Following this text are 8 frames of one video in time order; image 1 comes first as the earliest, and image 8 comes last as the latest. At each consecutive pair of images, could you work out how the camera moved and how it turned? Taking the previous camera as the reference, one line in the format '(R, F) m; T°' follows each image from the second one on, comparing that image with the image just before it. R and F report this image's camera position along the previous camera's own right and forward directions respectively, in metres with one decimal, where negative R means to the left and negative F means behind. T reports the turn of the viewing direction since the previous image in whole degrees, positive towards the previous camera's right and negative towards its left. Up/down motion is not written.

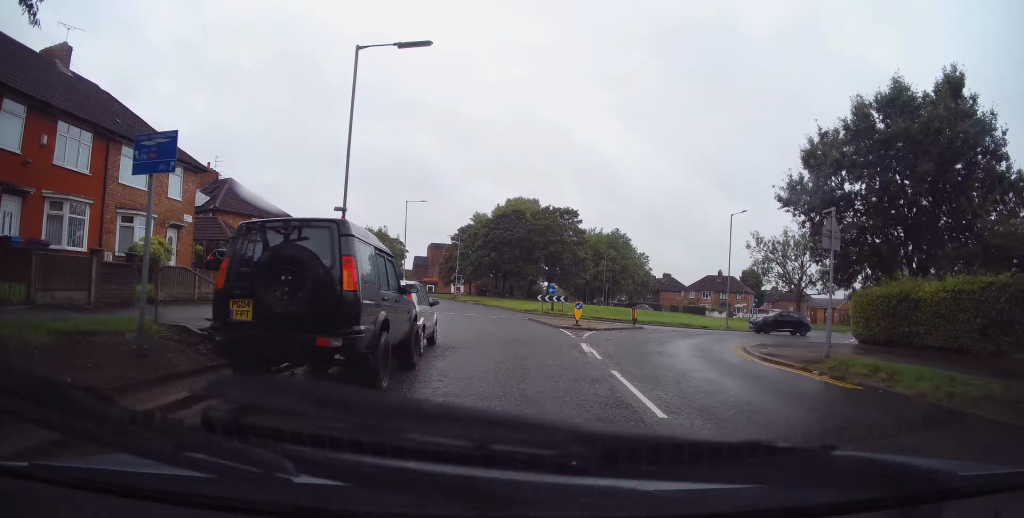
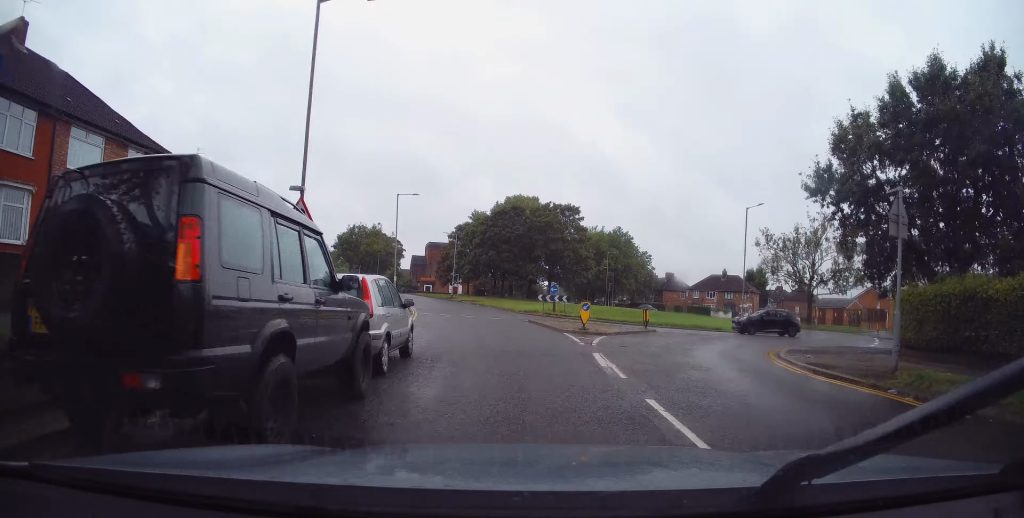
(0.0, +2.9) m; 0°
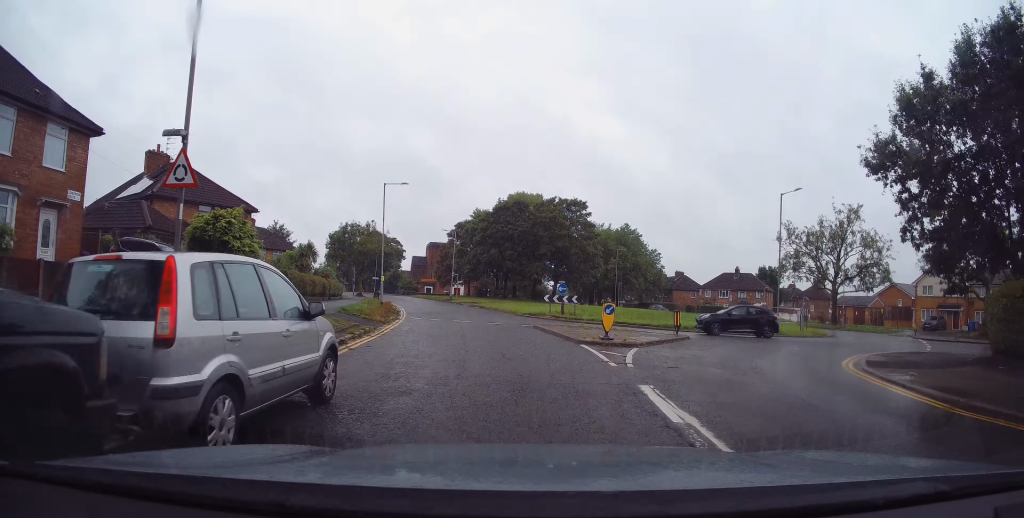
(0.0, +4.6) m; -1°
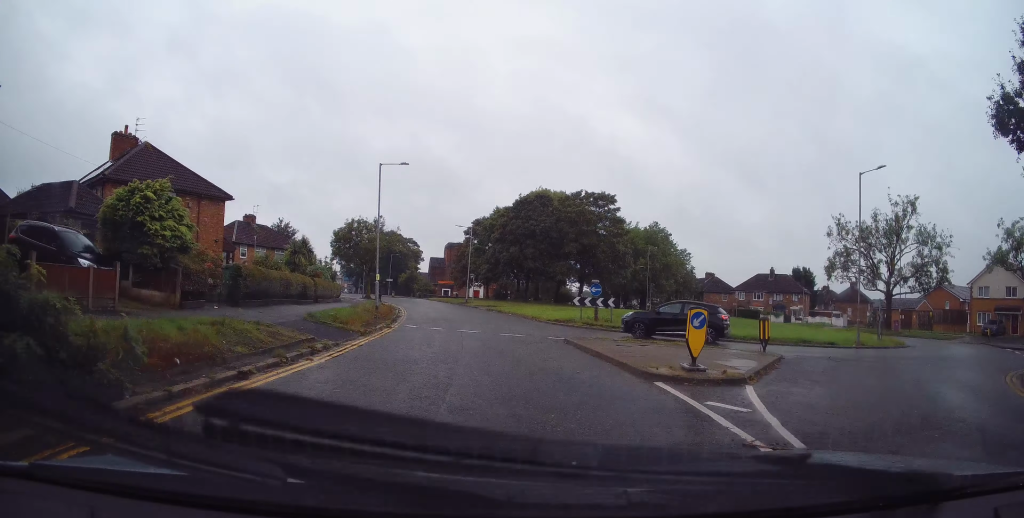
(-0.2, +6.2) m; -4°
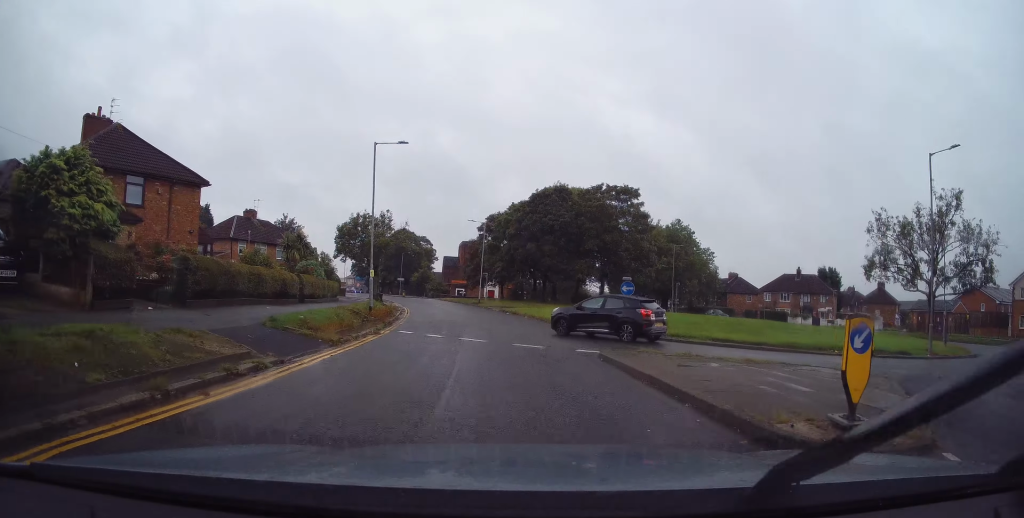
(-0.1, +4.3) m; -4°
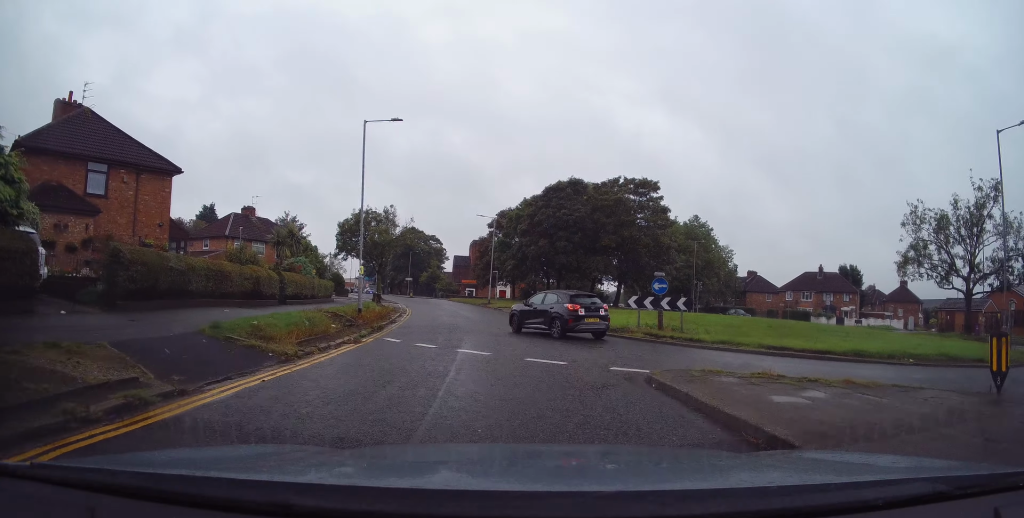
(-0.1, +3.5) m; -1°
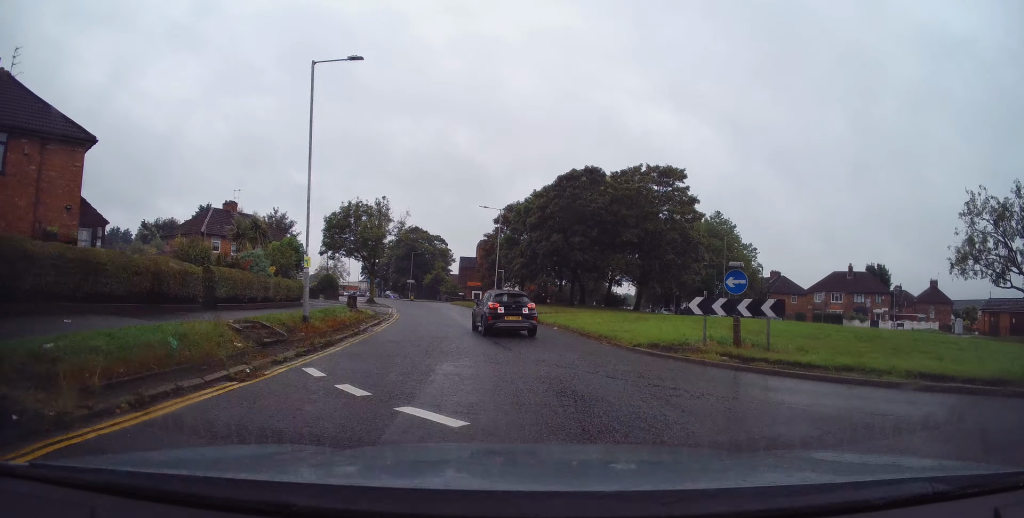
(+0.2, +6.2) m; +3°
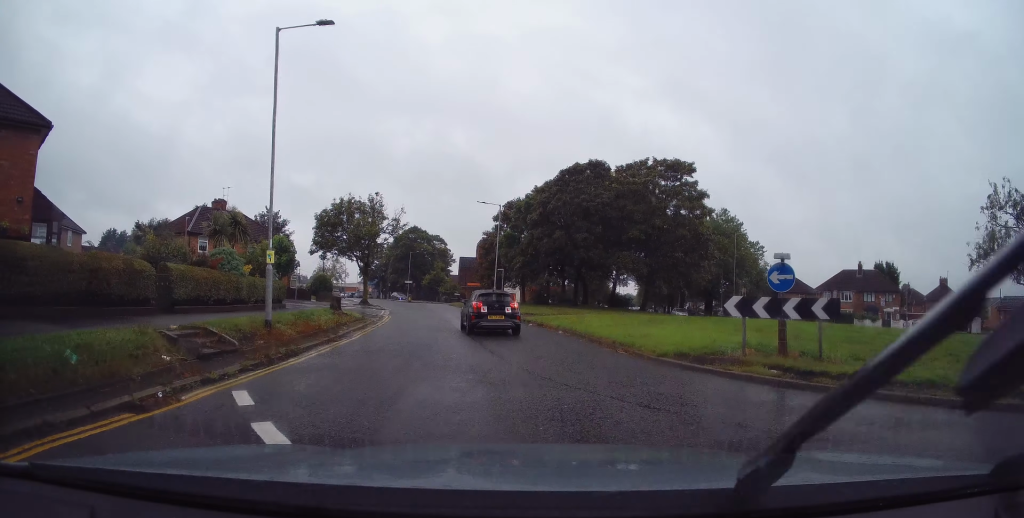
(0.0, +2.4) m; 0°
